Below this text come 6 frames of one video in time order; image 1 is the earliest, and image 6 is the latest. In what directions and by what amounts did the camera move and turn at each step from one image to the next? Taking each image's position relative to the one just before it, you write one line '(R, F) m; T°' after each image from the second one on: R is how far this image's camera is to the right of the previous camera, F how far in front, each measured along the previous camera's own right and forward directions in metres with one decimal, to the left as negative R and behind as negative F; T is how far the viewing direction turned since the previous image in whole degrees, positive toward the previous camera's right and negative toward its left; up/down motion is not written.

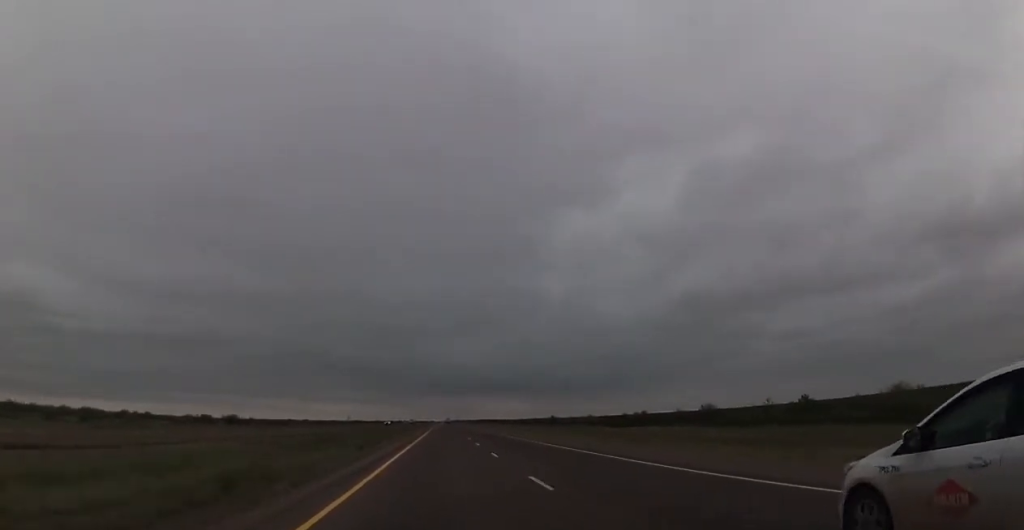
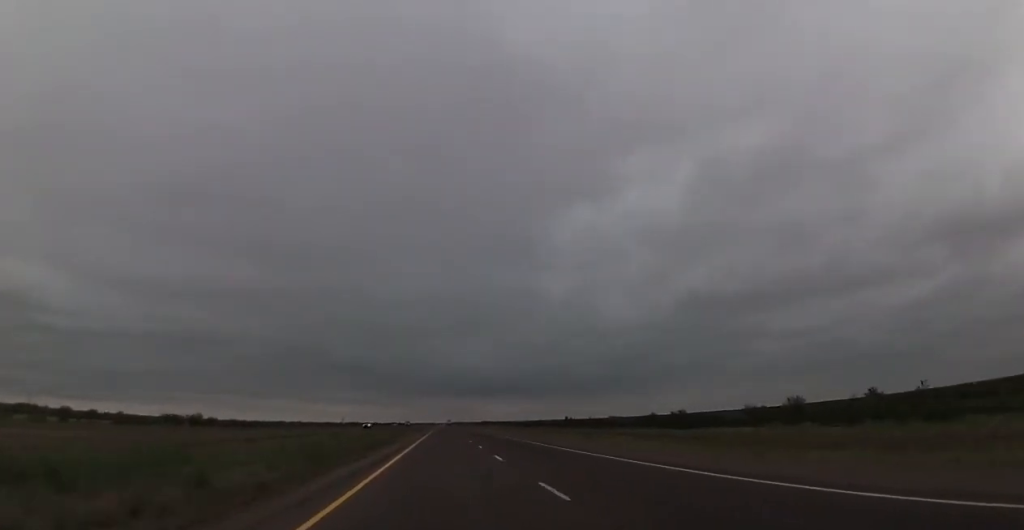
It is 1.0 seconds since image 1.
(0.0, +37.7) m; 0°
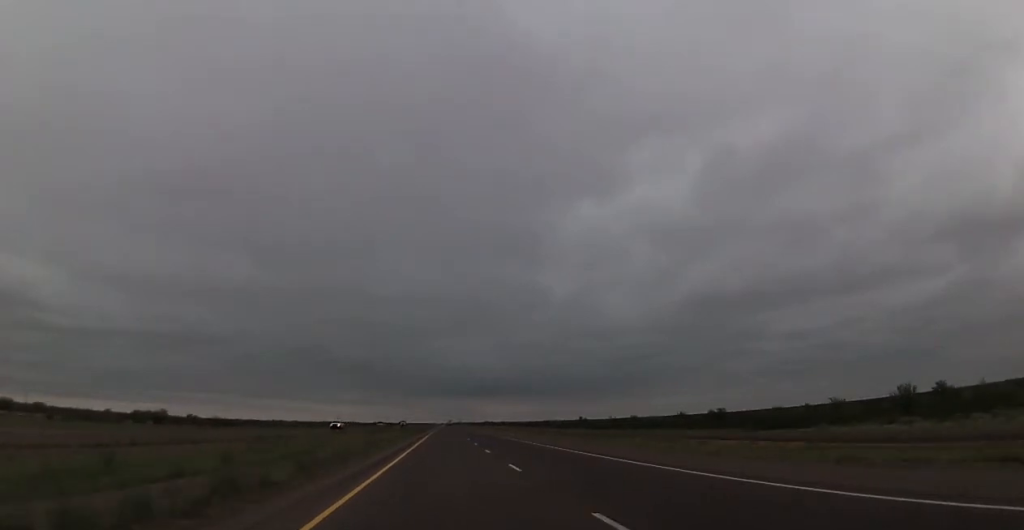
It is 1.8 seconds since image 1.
(+0.1, +29.2) m; 0°
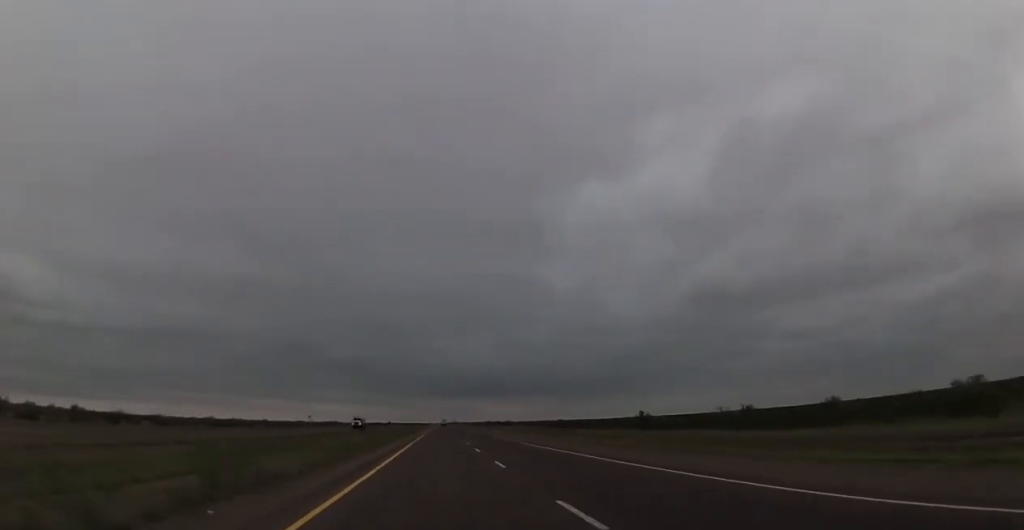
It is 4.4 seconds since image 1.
(-0.1, +94.9) m; 0°
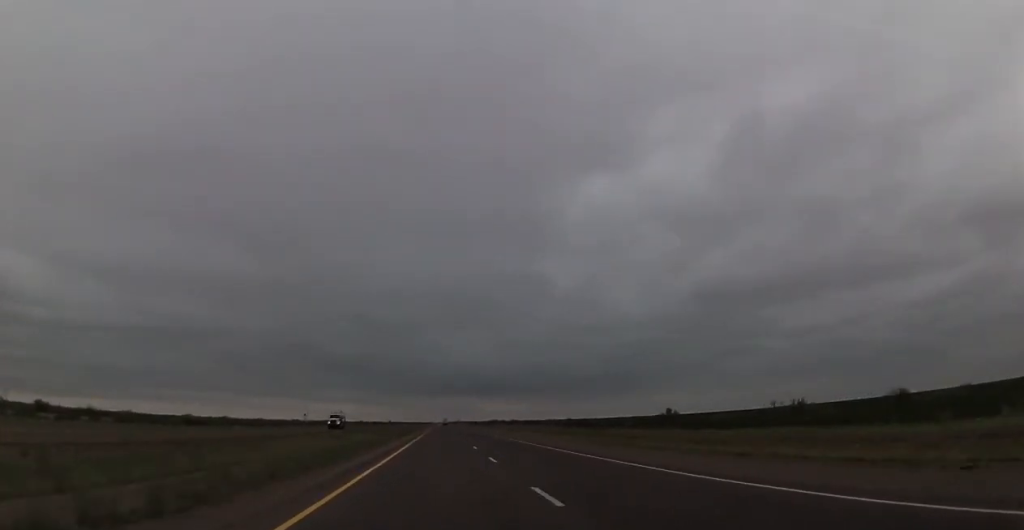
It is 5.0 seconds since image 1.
(-0.1, +21.9) m; 0°
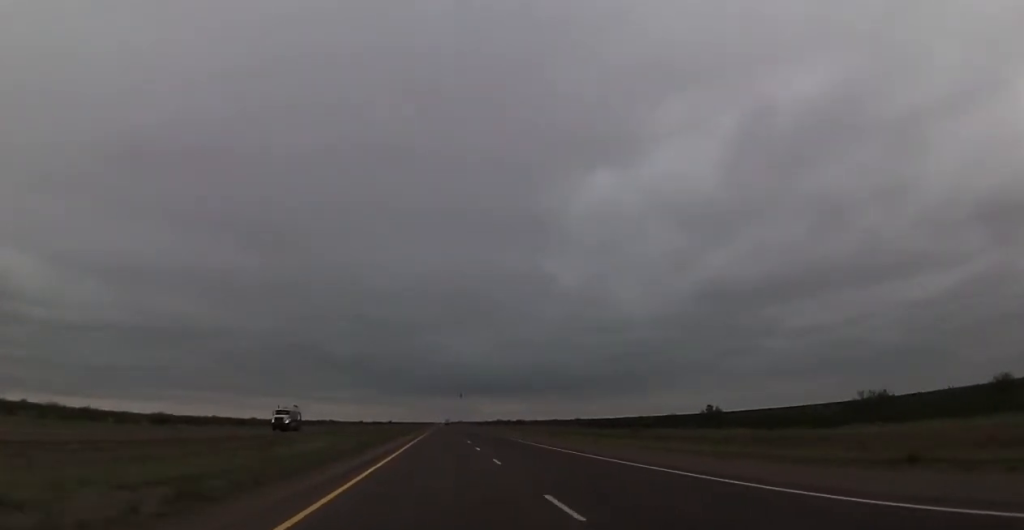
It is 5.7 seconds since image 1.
(0.0, +25.6) m; 0°
